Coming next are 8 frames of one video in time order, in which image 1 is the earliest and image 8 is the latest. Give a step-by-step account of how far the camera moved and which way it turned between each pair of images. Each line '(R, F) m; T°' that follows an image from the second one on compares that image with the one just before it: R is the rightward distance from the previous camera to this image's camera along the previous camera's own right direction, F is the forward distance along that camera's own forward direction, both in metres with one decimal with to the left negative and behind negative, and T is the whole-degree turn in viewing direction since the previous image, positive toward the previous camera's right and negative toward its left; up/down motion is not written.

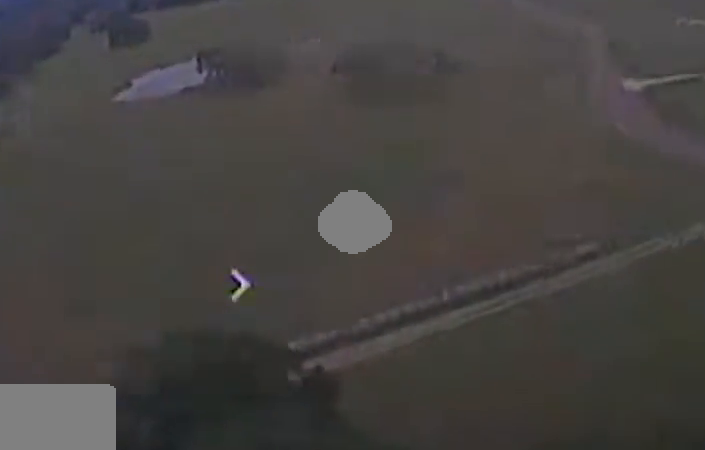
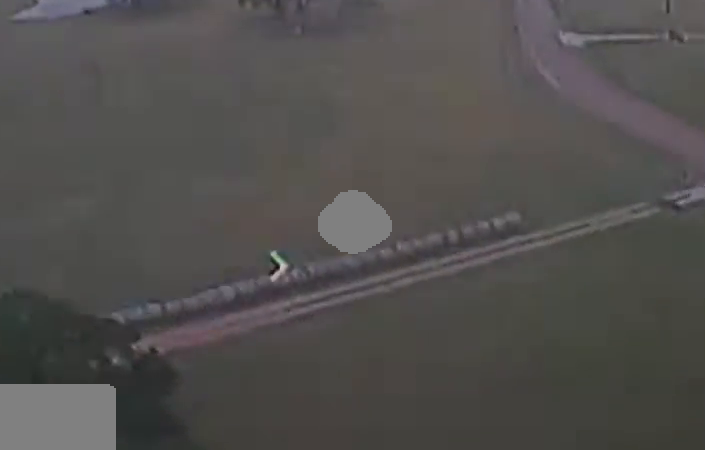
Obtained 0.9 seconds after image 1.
(+1.8, +18.5) m; +5°
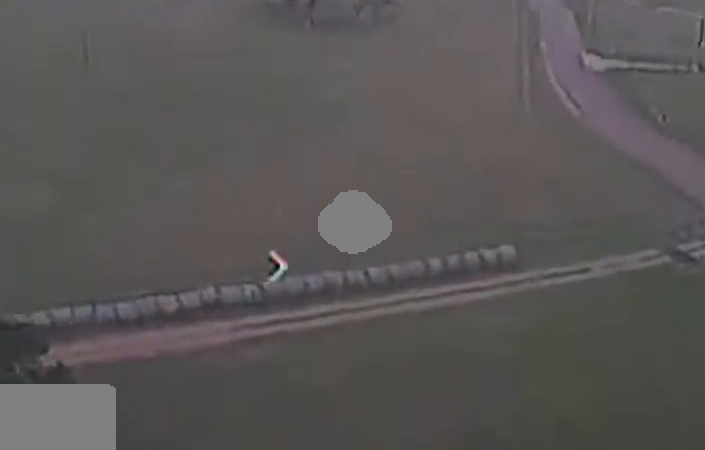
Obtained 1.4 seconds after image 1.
(+0.1, +9.3) m; +1°
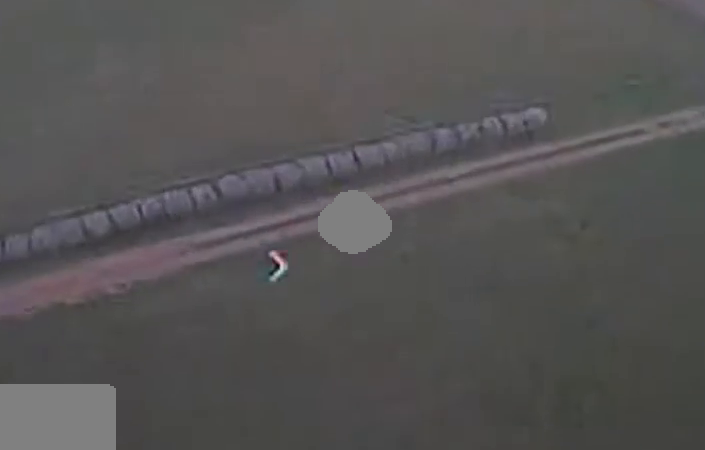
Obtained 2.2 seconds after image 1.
(-0.3, +14.1) m; 0°
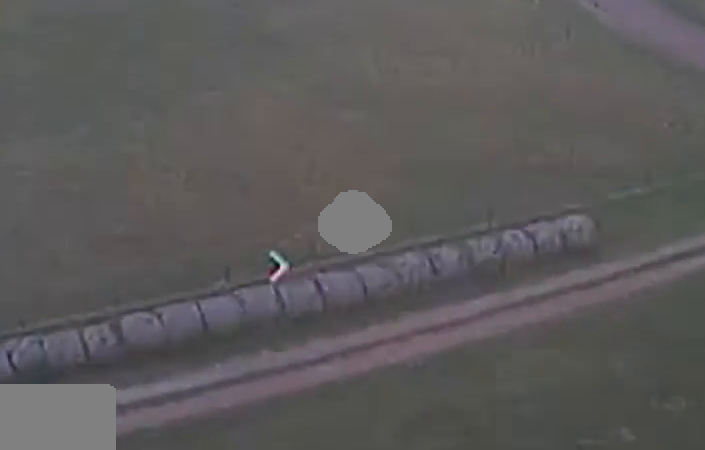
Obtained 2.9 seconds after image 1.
(+0.5, +15.1) m; -2°
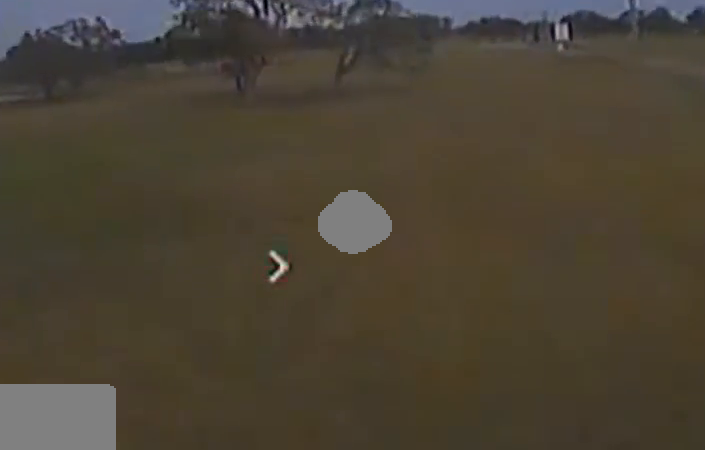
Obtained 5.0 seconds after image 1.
(-3.3, +42.4) m; -5°
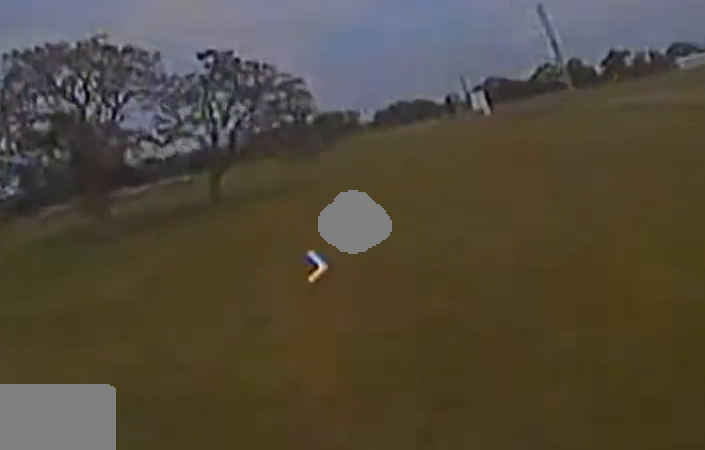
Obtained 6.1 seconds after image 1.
(0.0, +23.3) m; +2°
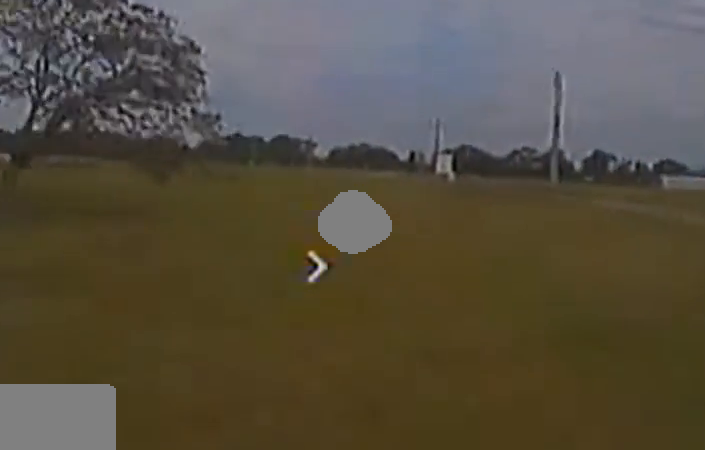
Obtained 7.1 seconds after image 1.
(+0.7, +21.6) m; +3°
